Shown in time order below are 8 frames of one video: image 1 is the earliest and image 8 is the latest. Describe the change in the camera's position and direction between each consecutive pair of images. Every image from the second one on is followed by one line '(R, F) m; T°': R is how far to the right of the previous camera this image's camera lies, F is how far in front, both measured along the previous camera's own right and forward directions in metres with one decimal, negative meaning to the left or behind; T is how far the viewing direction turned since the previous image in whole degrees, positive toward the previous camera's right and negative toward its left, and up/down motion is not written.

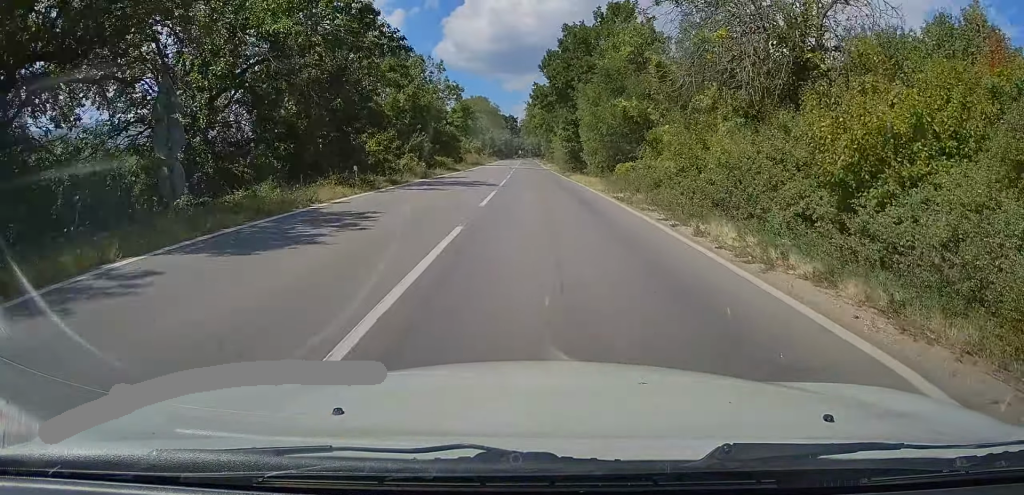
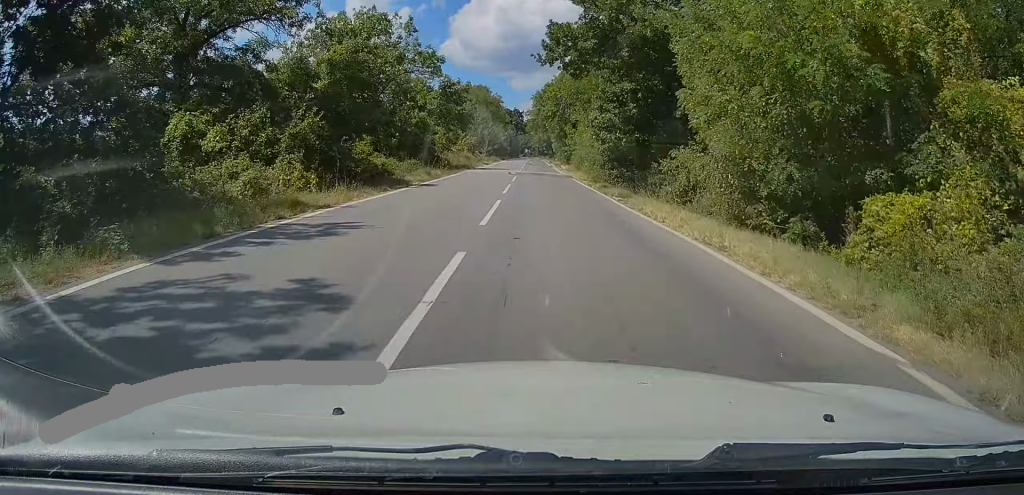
(-0.3, +22.6) m; -2°
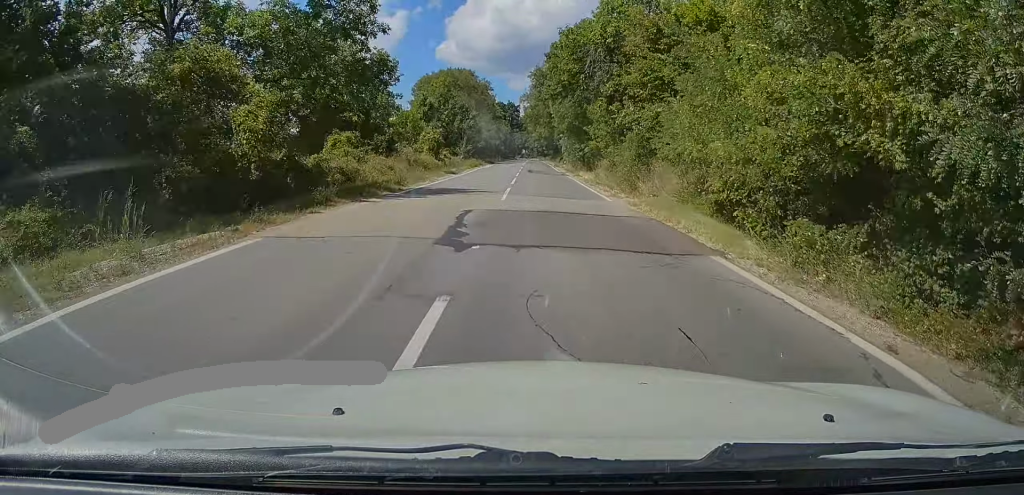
(-0.8, +30.5) m; -1°
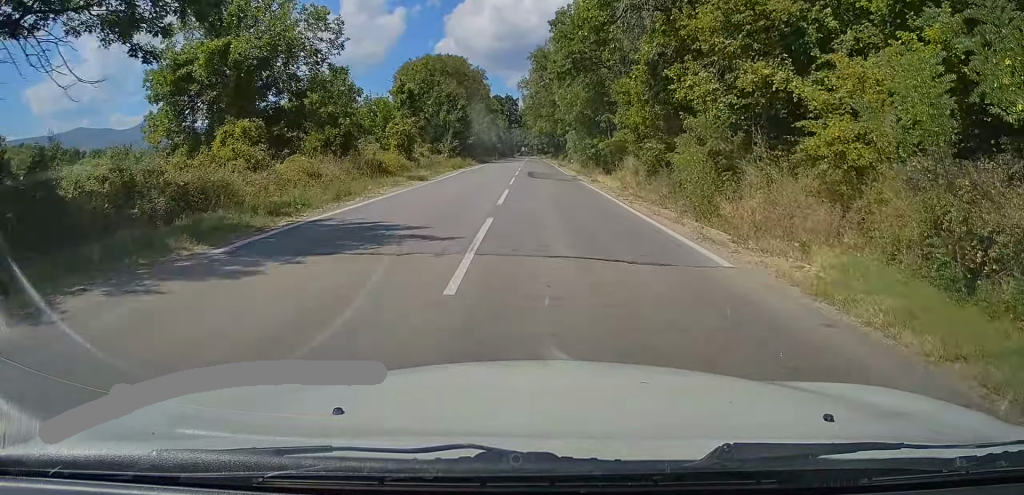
(+0.2, +11.8) m; 0°
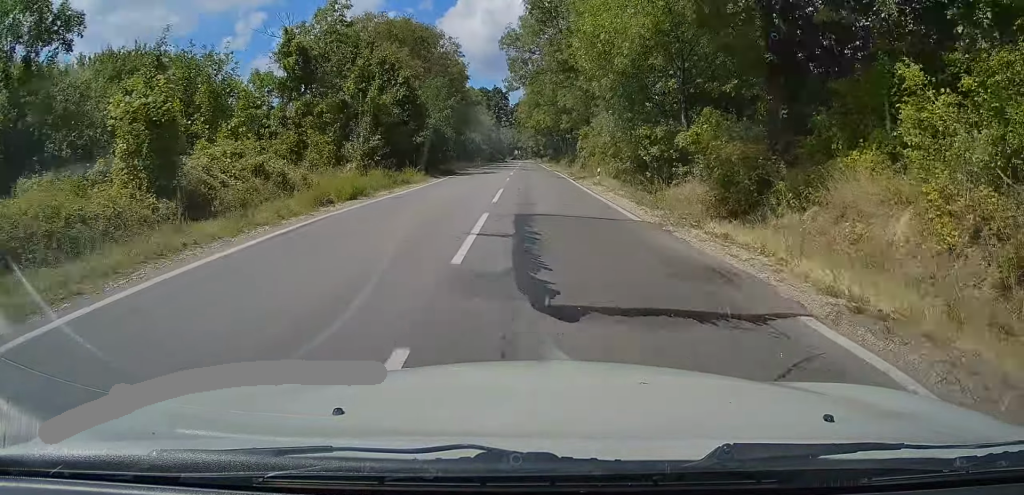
(+0.3, +25.8) m; +1°
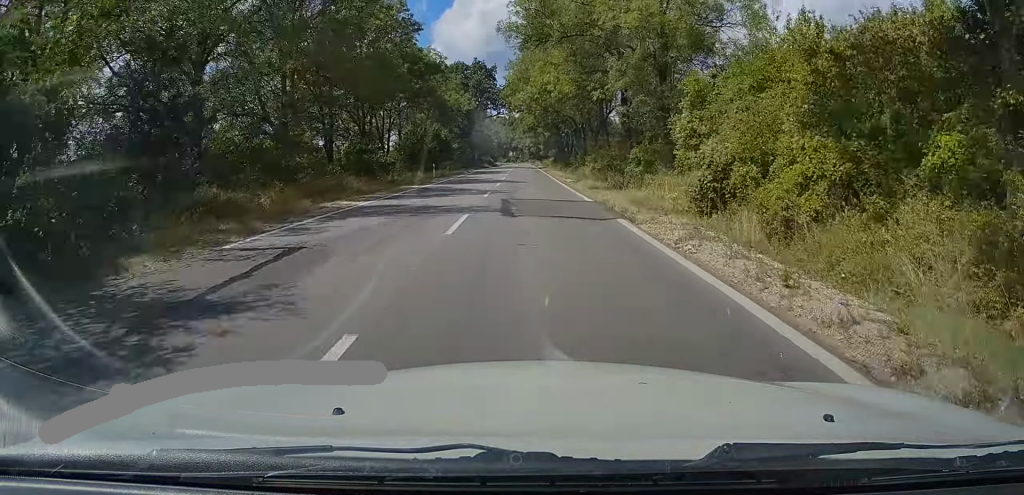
(+0.1, +36.7) m; +1°
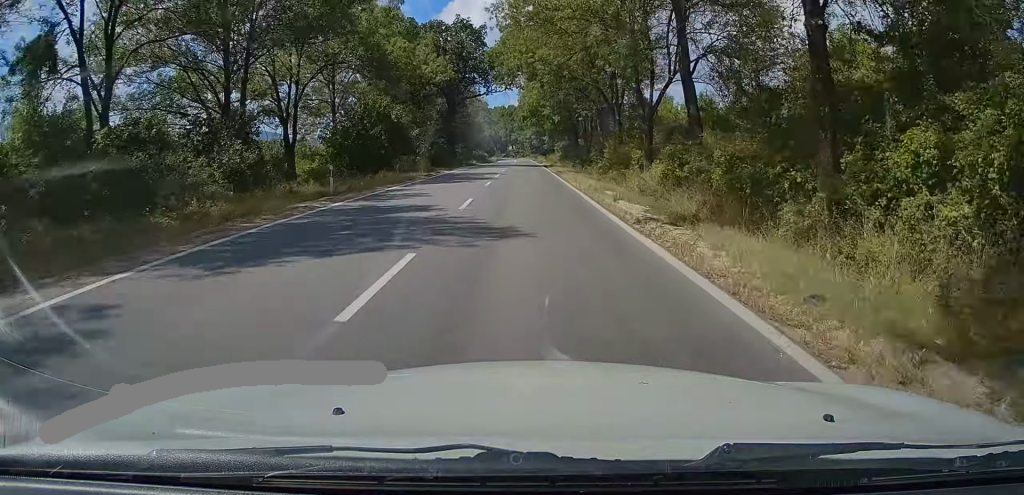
(+0.3, +23.6) m; 0°
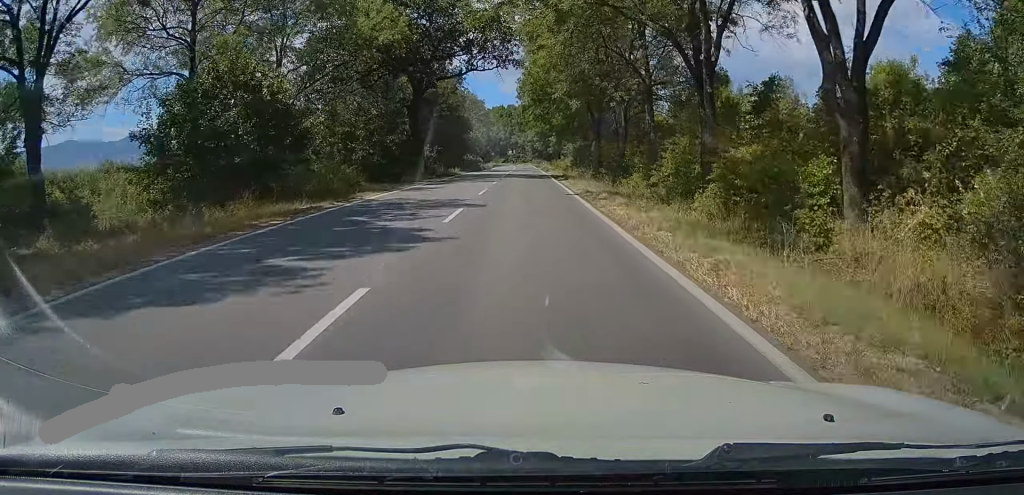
(-0.3, +19.9) m; 0°
